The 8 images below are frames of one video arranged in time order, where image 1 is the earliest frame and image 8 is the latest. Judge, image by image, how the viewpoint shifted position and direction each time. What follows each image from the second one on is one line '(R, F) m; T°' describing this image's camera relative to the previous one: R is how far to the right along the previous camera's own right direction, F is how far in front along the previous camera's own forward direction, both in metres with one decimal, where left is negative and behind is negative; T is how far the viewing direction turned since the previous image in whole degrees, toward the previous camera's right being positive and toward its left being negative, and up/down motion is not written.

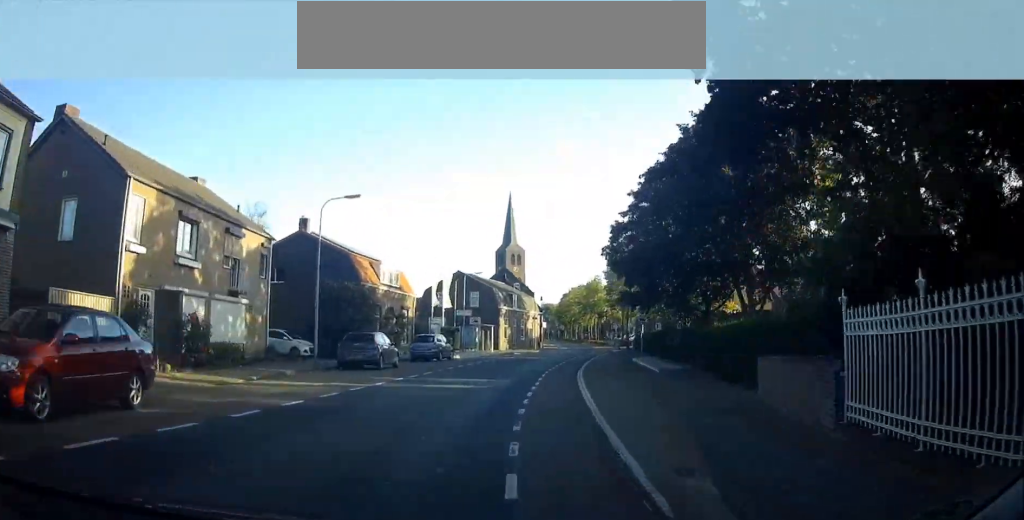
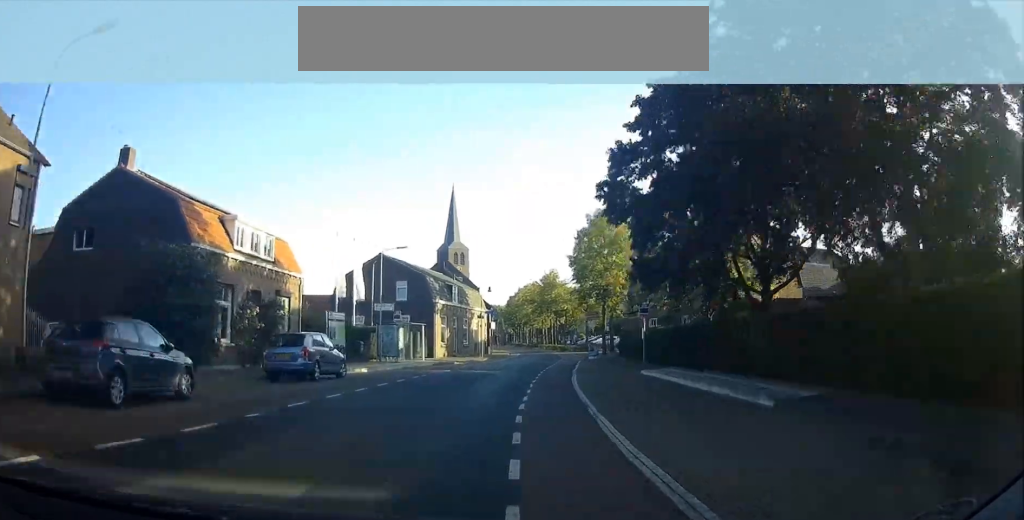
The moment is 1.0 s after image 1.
(+0.8, +15.0) m; +3°
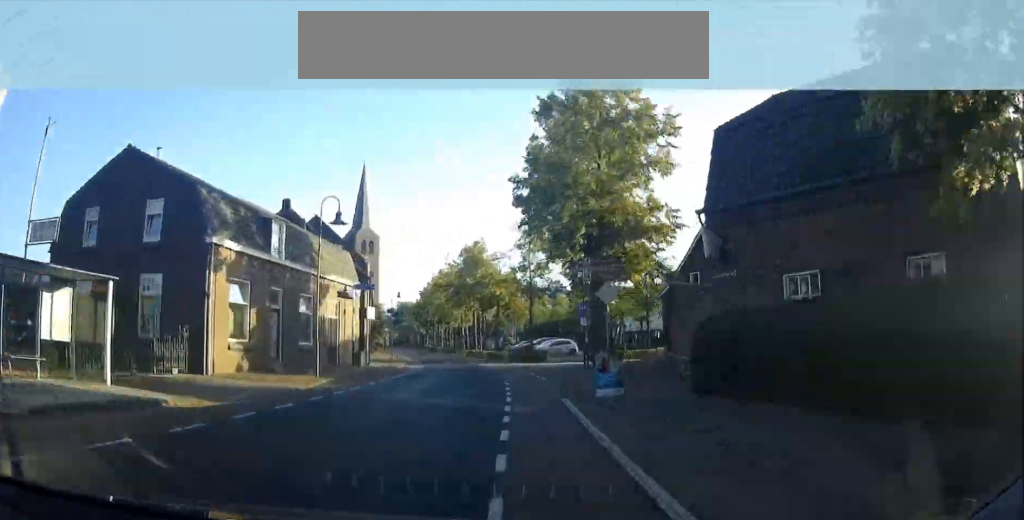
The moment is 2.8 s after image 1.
(+1.2, +26.8) m; +1°
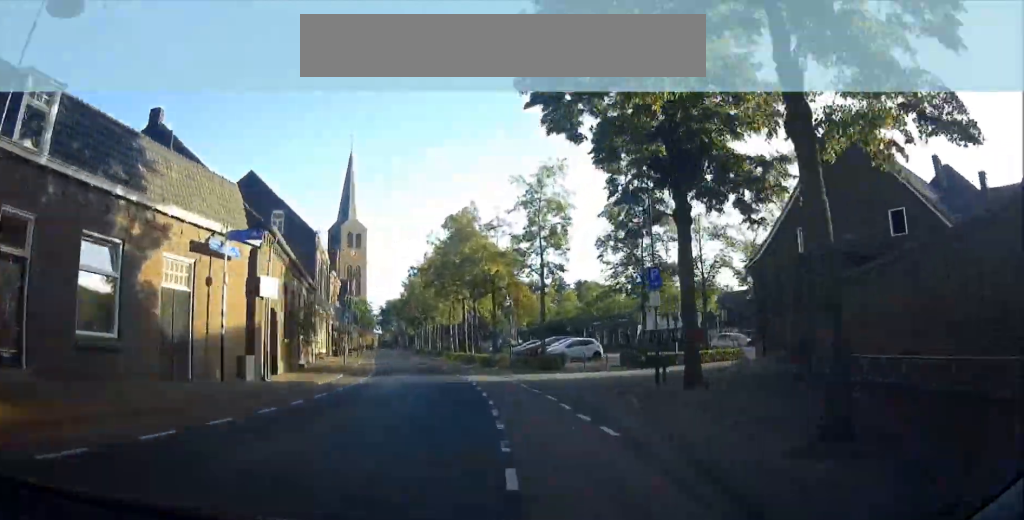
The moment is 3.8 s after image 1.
(+0.2, +14.8) m; -1°
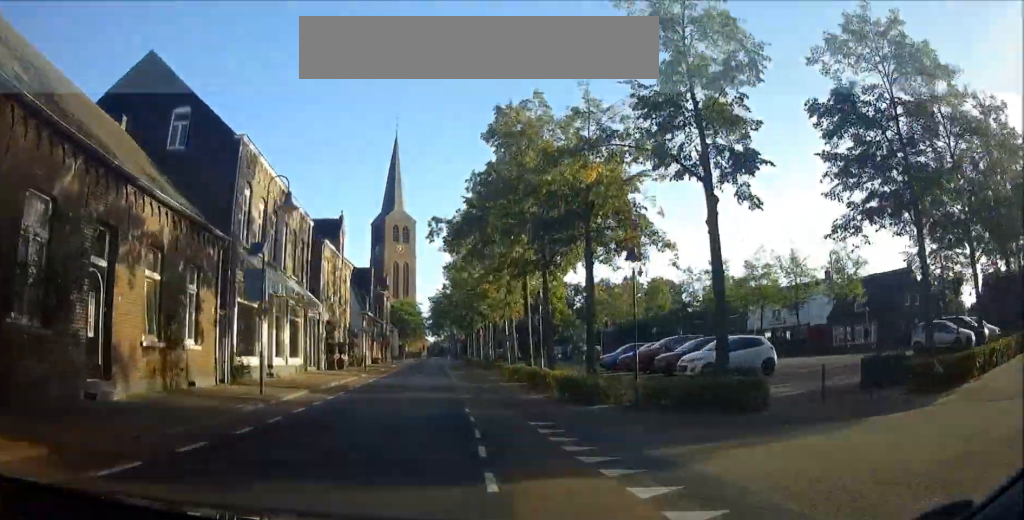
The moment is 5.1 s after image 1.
(-0.8, +19.4) m; -3°
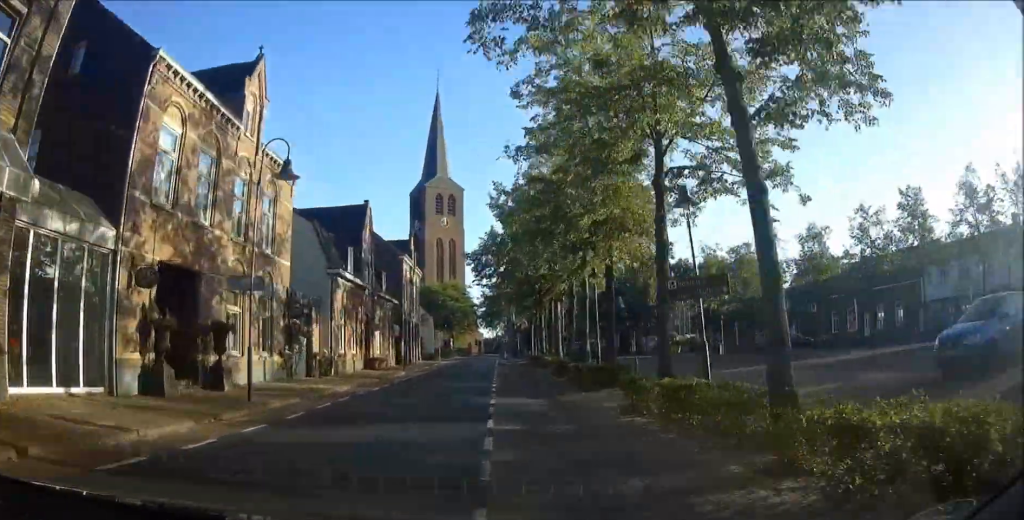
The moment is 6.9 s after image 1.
(-0.9, +24.3) m; -2°
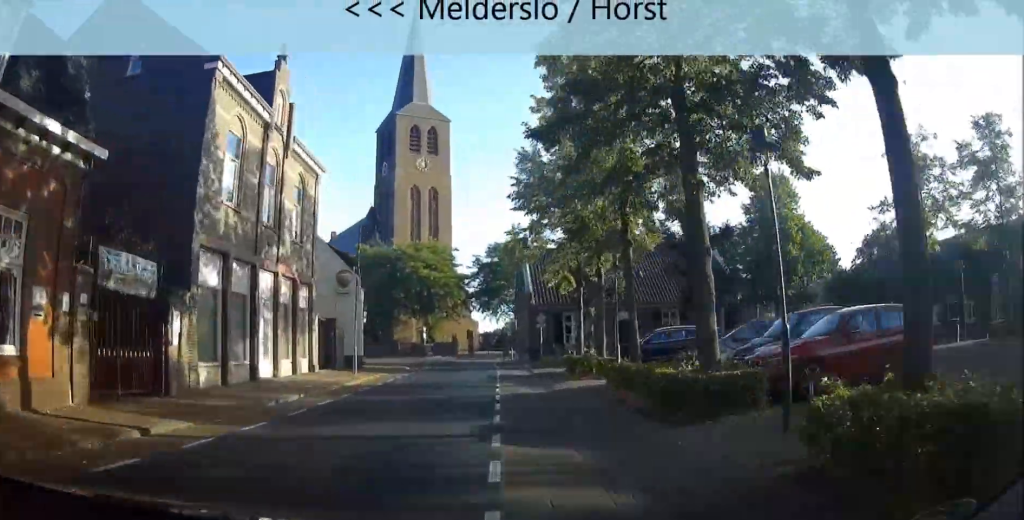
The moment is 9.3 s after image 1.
(-0.3, +31.2) m; -1°
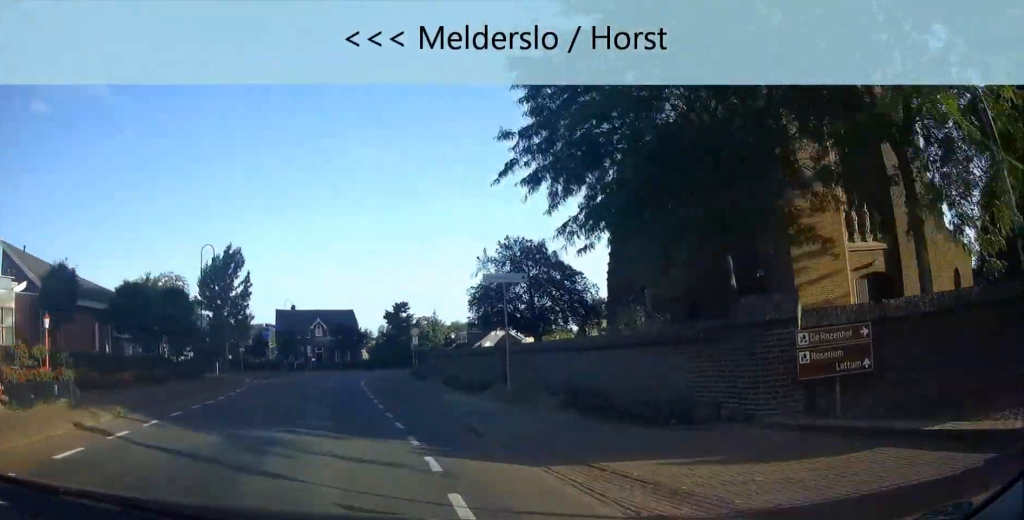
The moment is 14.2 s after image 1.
(-13.9, +49.9) m; -40°
